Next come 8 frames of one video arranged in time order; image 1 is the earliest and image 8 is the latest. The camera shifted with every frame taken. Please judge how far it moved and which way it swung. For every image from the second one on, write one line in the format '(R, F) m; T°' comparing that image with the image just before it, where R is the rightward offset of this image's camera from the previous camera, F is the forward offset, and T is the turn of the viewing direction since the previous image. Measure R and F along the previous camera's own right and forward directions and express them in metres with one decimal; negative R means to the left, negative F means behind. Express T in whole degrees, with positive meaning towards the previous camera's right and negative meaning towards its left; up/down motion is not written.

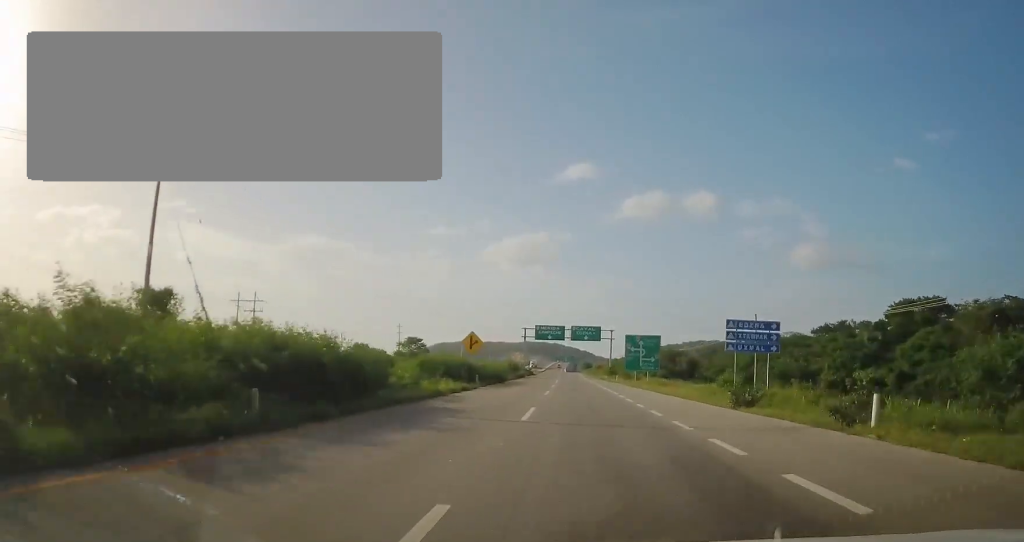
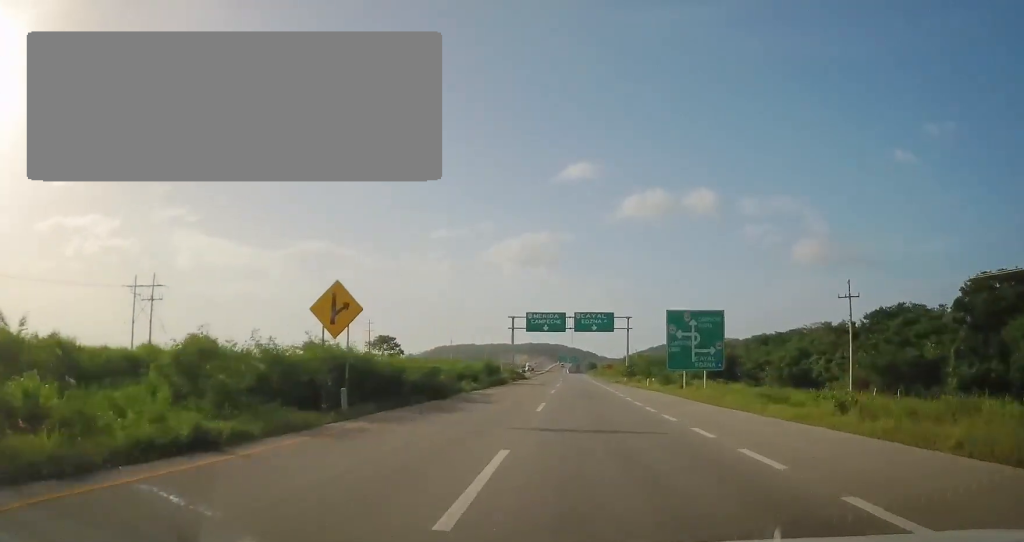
(+0.4, +25.3) m; 0°
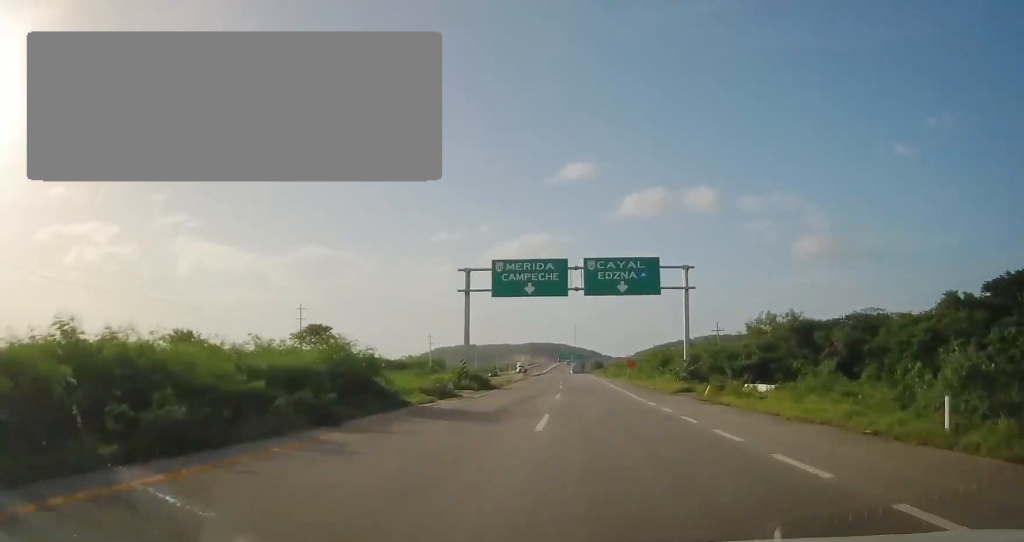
(-0.6, +36.4) m; -1°
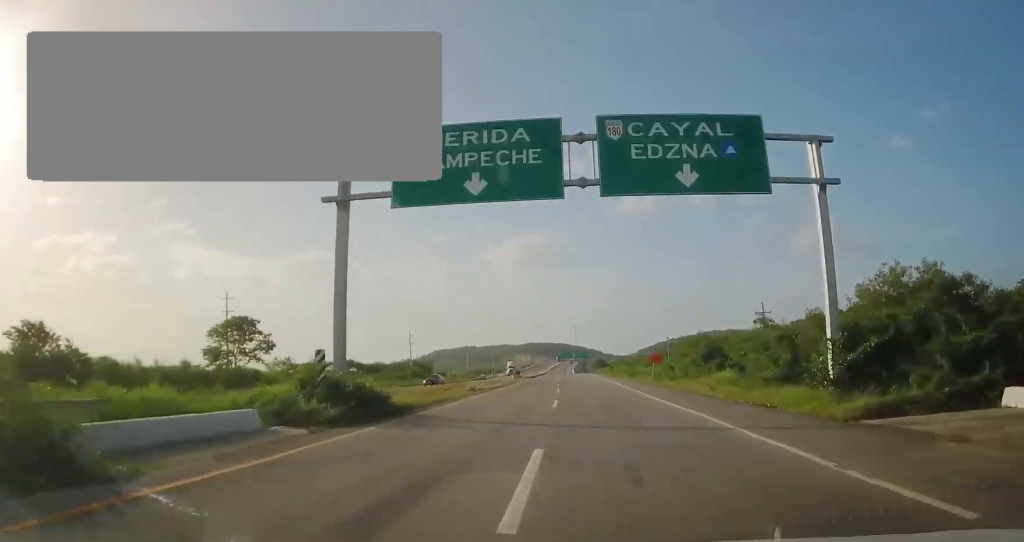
(0.0, +22.5) m; 0°
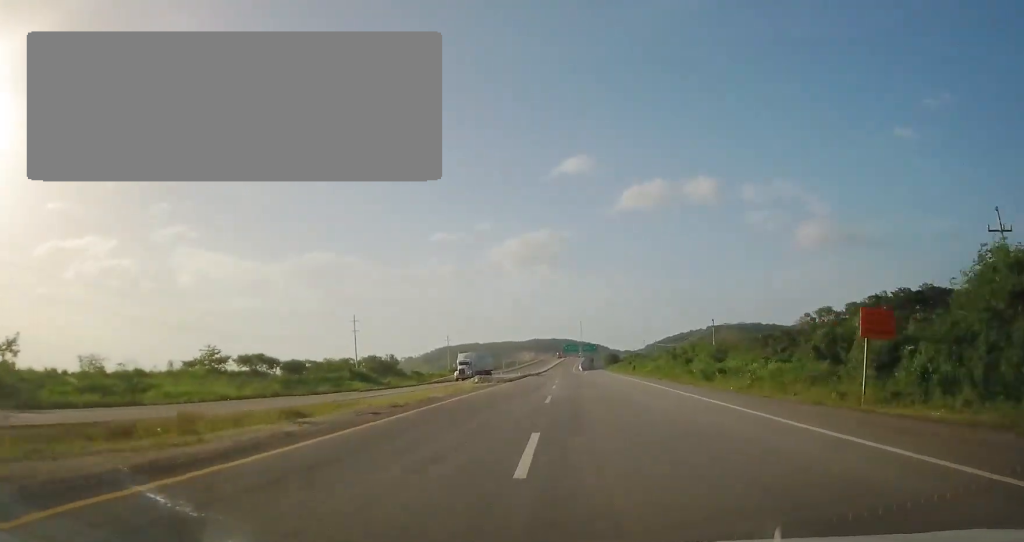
(+0.1, +42.5) m; 0°
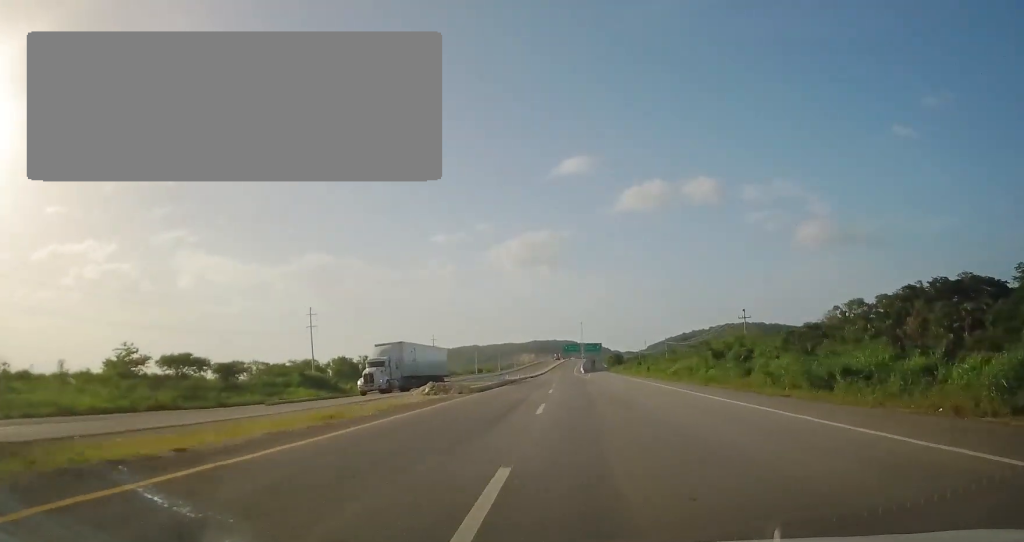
(0.0, +19.5) m; 0°
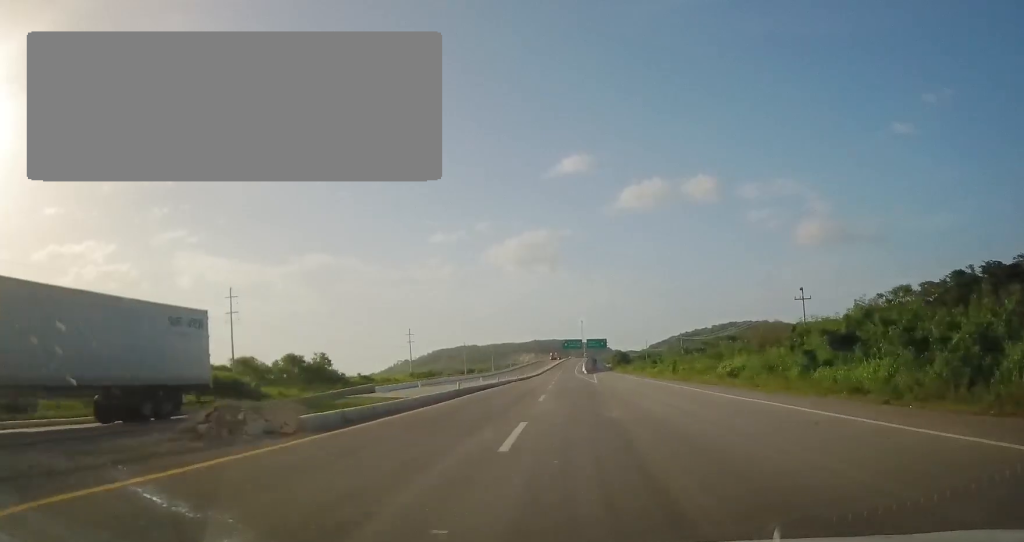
(0.0, +23.5) m; 0°
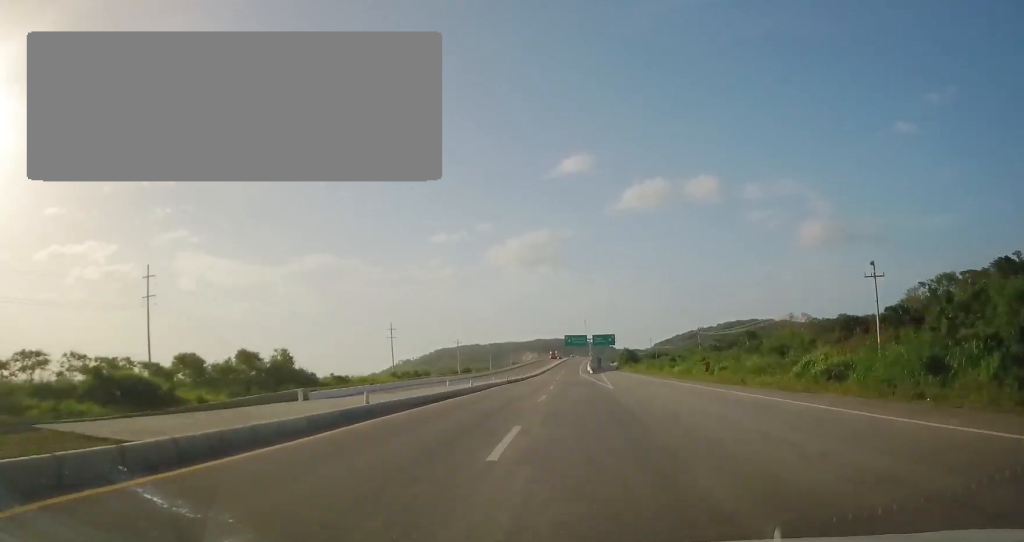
(0.0, +16.4) m; 0°
